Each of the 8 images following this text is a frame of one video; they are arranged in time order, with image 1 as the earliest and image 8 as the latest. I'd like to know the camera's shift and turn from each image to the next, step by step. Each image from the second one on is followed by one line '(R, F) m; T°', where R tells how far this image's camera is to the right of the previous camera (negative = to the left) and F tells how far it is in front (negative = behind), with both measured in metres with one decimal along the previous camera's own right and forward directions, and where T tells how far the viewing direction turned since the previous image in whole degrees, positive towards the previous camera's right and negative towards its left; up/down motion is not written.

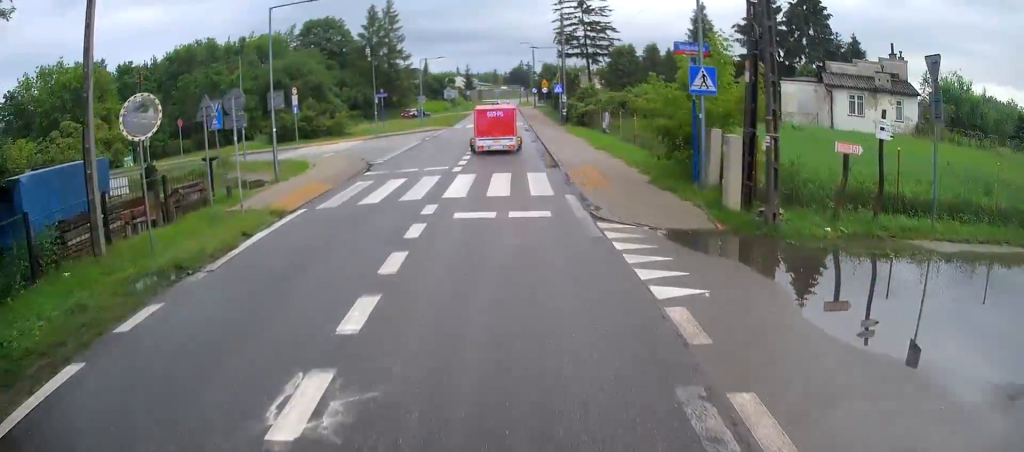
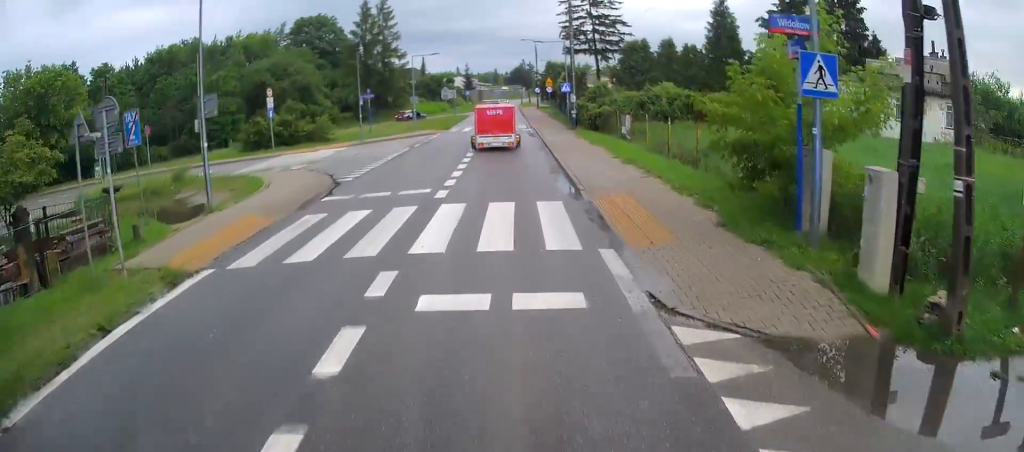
(+0.1, +4.5) m; -1°
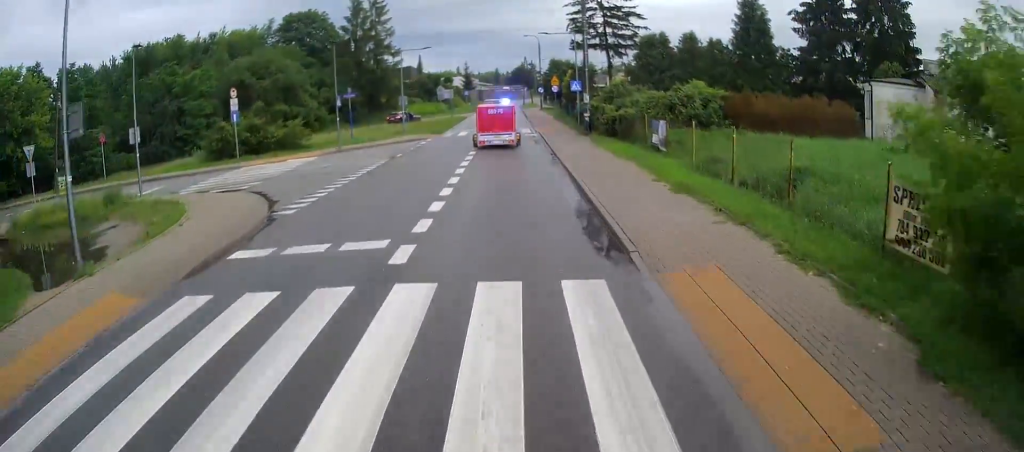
(-0.2, +5.3) m; -1°
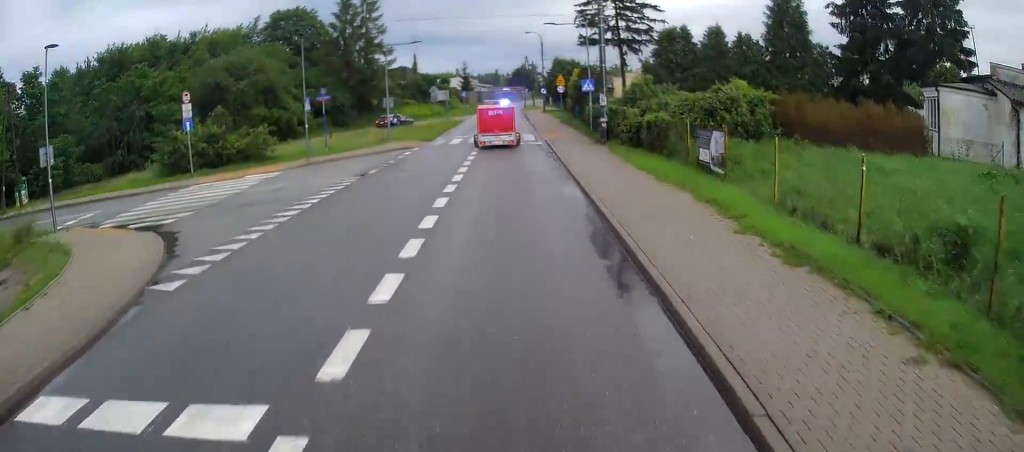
(-0.1, +5.1) m; 0°
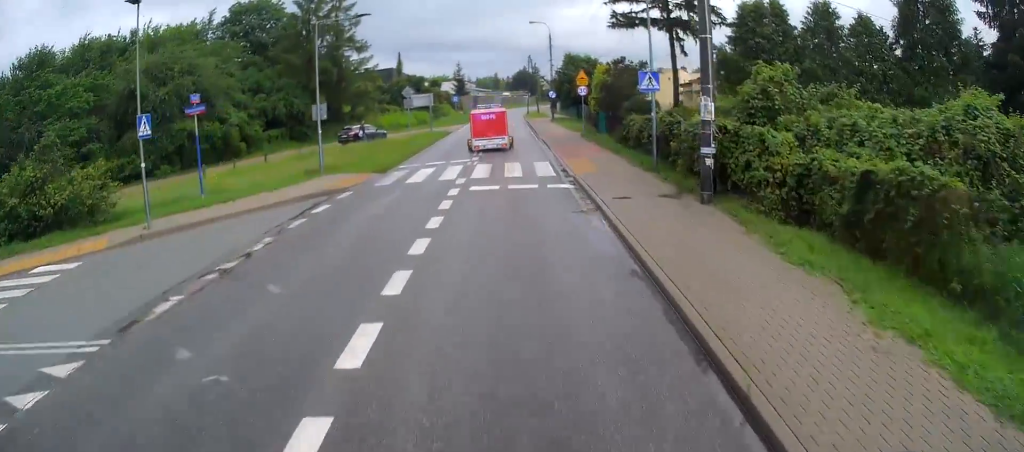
(+0.1, +13.0) m; -1°
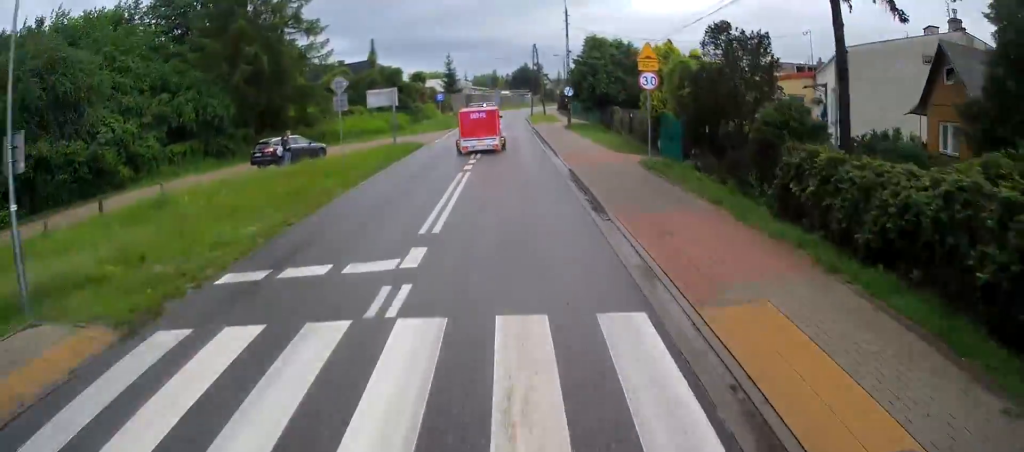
(-0.3, +14.9) m; -2°
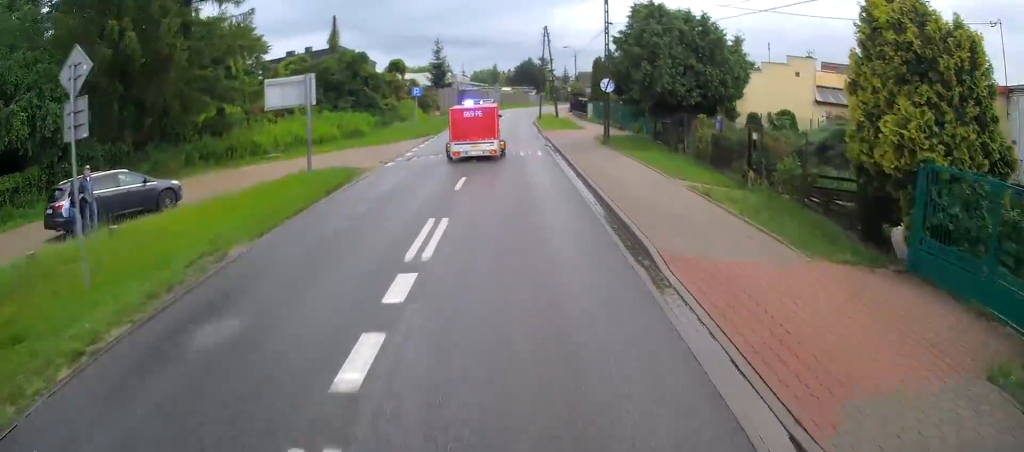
(+0.1, +14.5) m; +1°
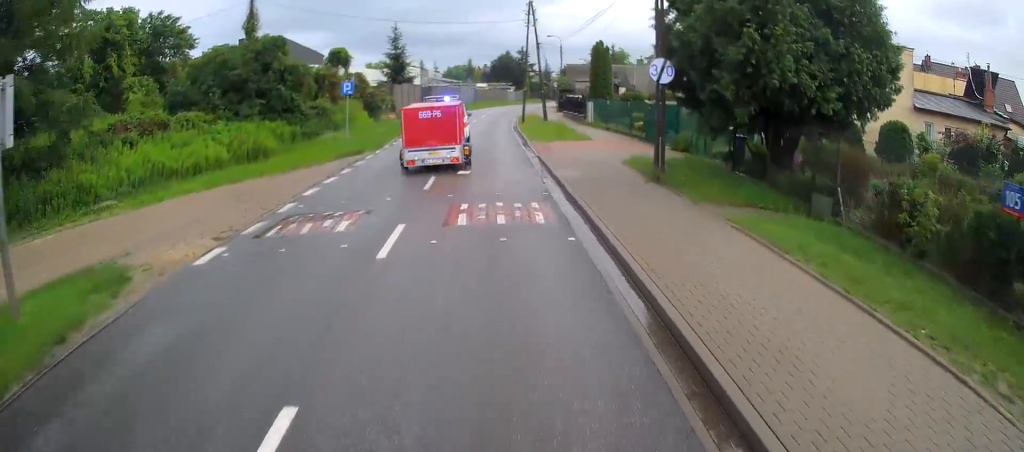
(+0.2, +12.9) m; +1°
